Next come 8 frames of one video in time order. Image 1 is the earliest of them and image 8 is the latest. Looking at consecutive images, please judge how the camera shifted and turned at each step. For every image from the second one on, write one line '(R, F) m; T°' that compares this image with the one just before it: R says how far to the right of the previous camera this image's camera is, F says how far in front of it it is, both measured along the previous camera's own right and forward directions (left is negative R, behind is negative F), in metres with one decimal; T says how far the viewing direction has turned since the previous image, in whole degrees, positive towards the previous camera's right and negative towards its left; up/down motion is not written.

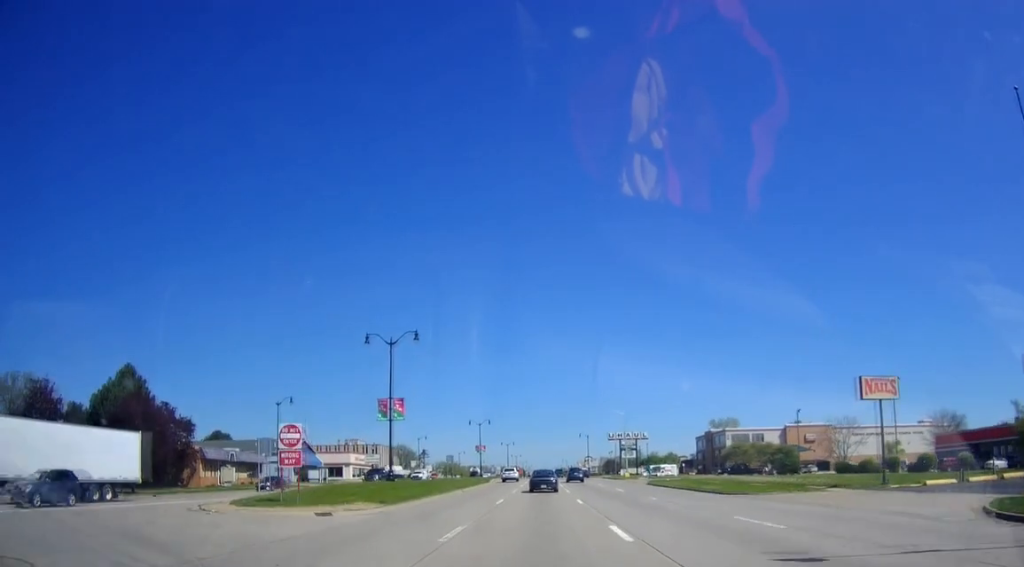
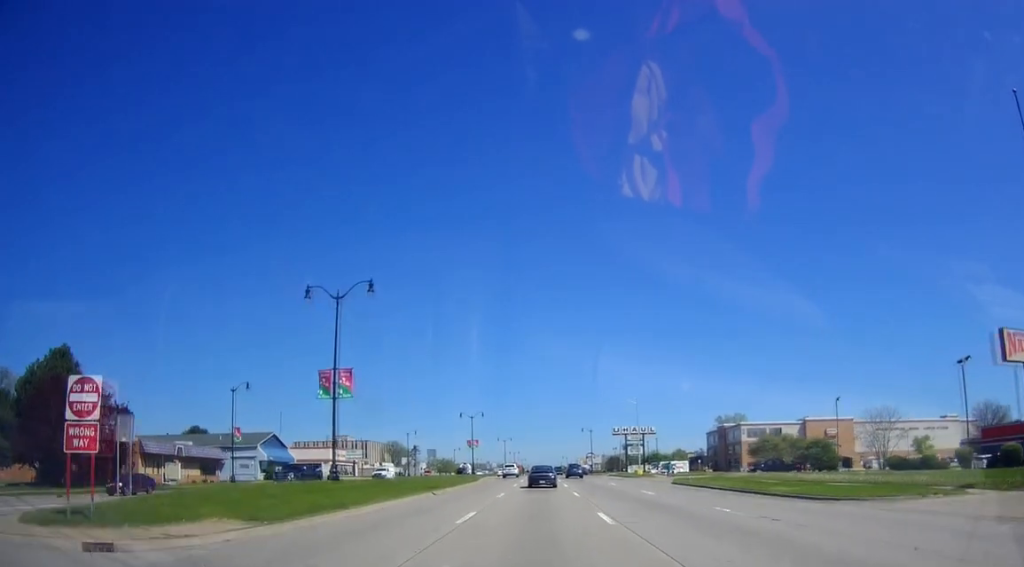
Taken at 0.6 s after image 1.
(-0.5, +12.7) m; 0°
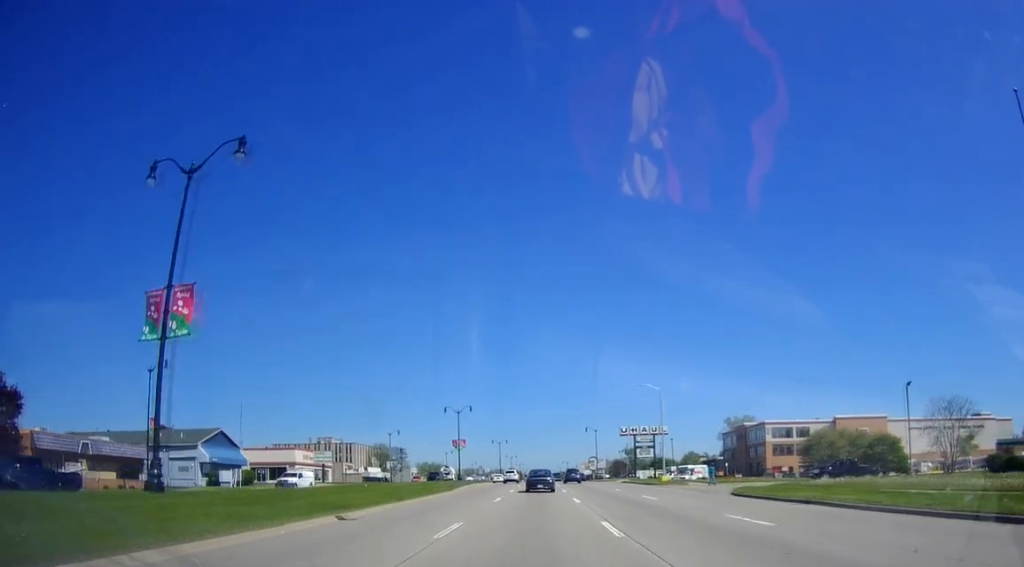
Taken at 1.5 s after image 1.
(+0.1, +16.7) m; +1°
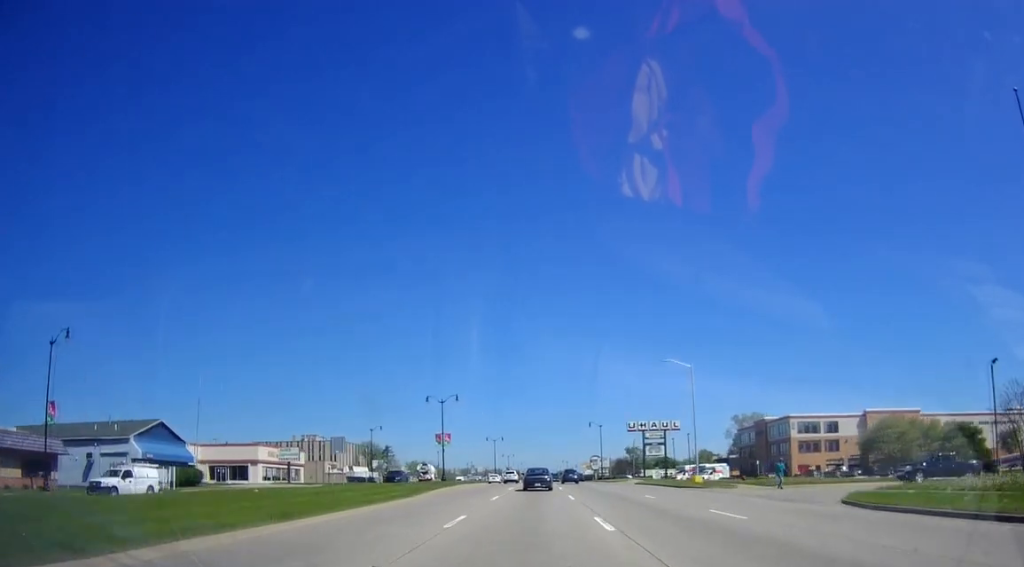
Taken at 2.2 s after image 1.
(+0.3, +14.0) m; +1°
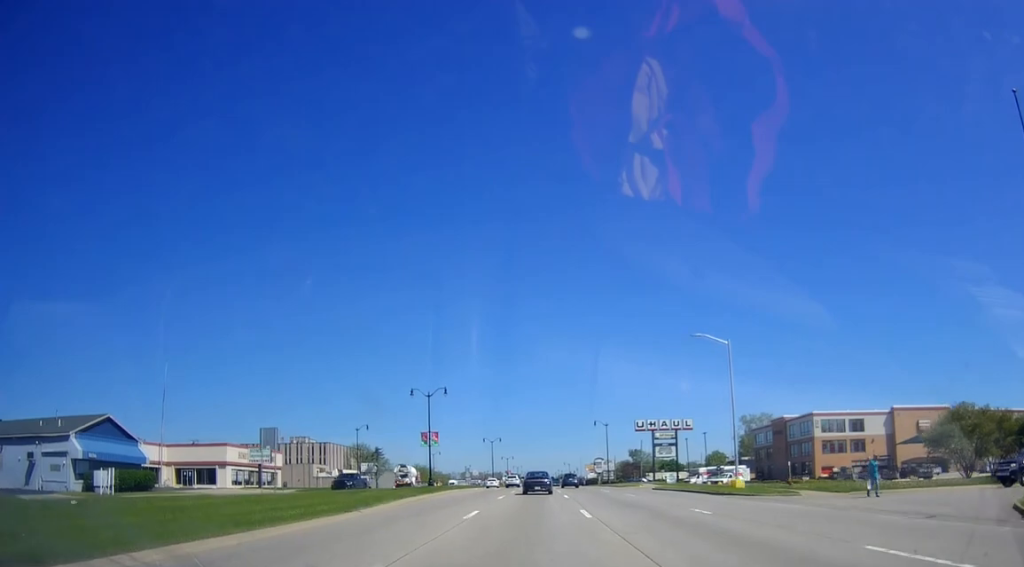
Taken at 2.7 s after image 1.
(0.0, +10.0) m; -1°
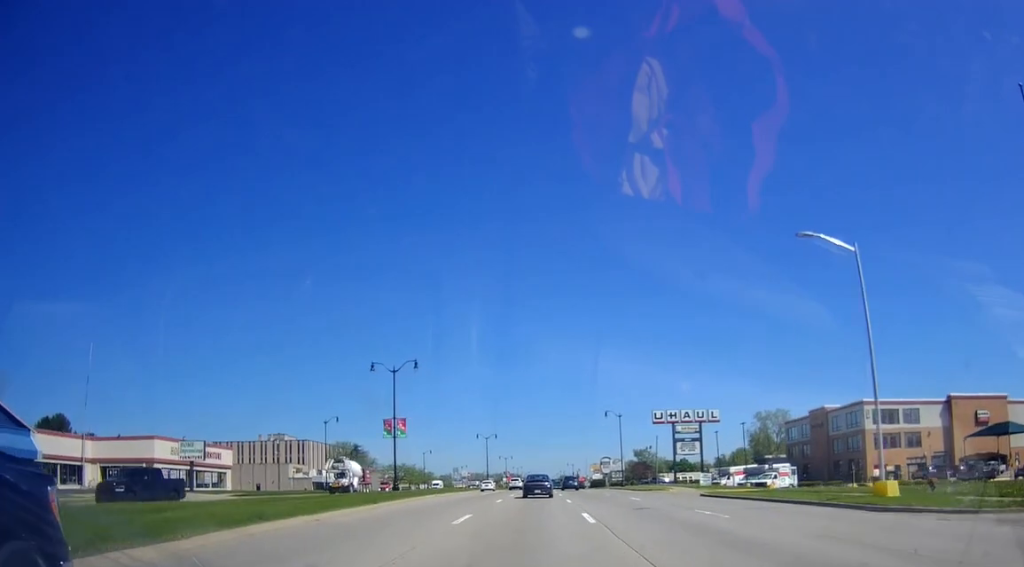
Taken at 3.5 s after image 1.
(-0.2, +17.3) m; 0°
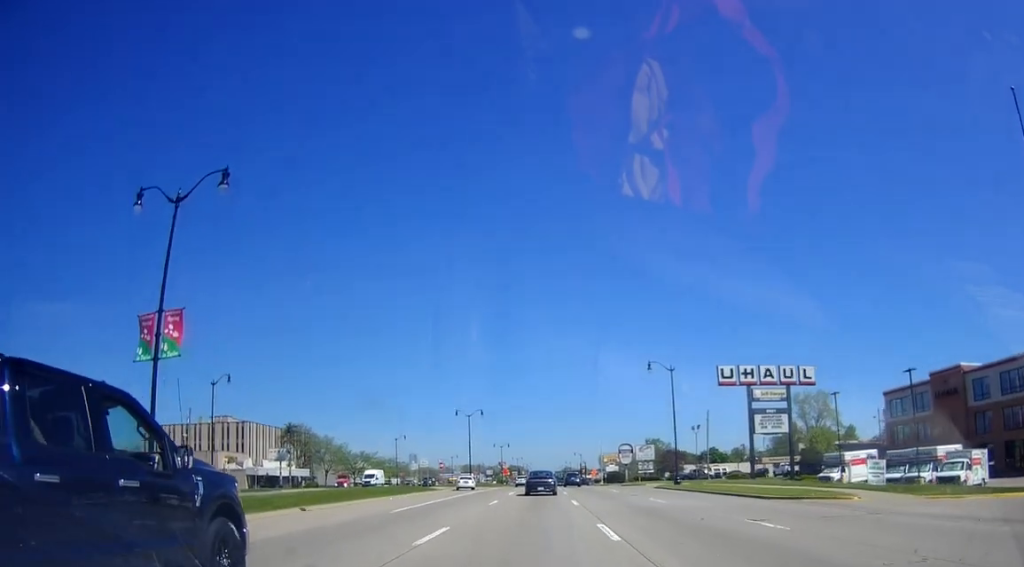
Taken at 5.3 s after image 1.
(+0.4, +35.7) m; 0°
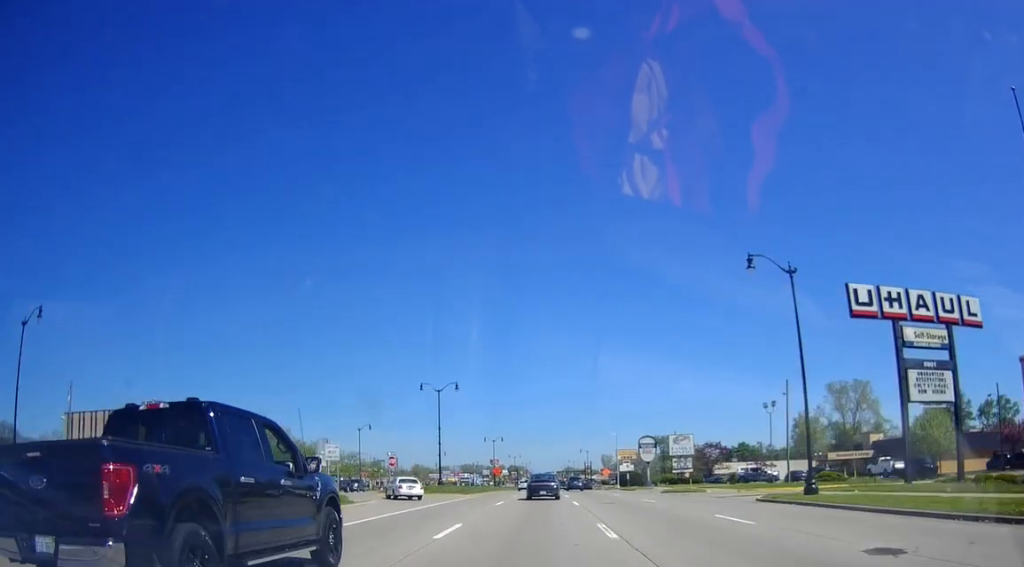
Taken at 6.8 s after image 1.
(-0.9, +28.7) m; -1°
